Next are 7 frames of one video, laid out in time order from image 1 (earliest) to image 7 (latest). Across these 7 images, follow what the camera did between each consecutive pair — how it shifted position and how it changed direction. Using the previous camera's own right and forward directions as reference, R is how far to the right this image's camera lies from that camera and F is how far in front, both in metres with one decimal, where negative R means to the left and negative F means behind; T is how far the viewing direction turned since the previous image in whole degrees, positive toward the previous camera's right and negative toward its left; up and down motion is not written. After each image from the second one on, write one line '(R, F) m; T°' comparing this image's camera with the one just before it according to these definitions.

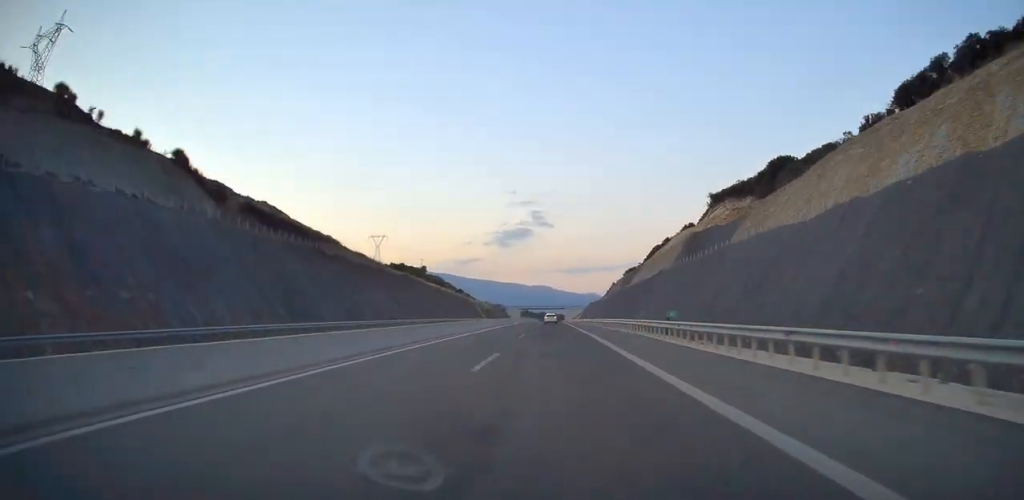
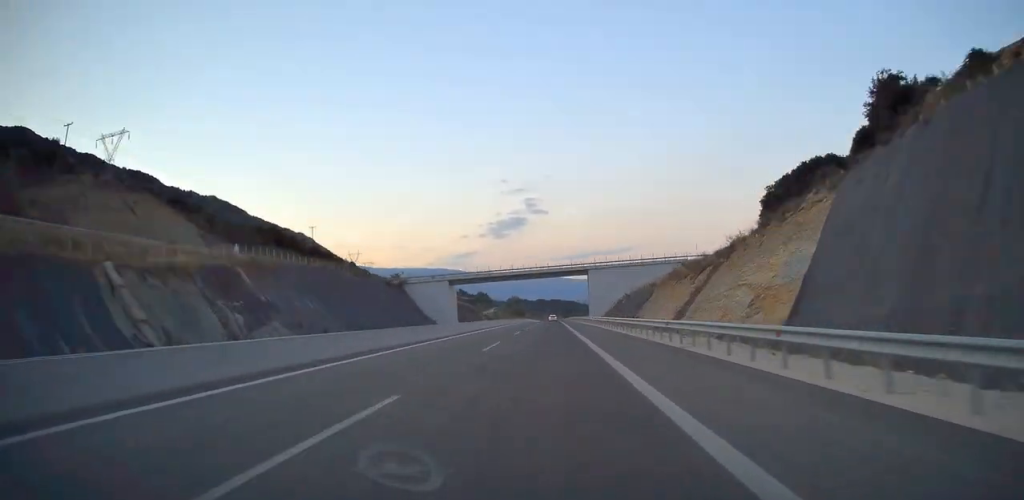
(-4.8, +273.1) m; -1°
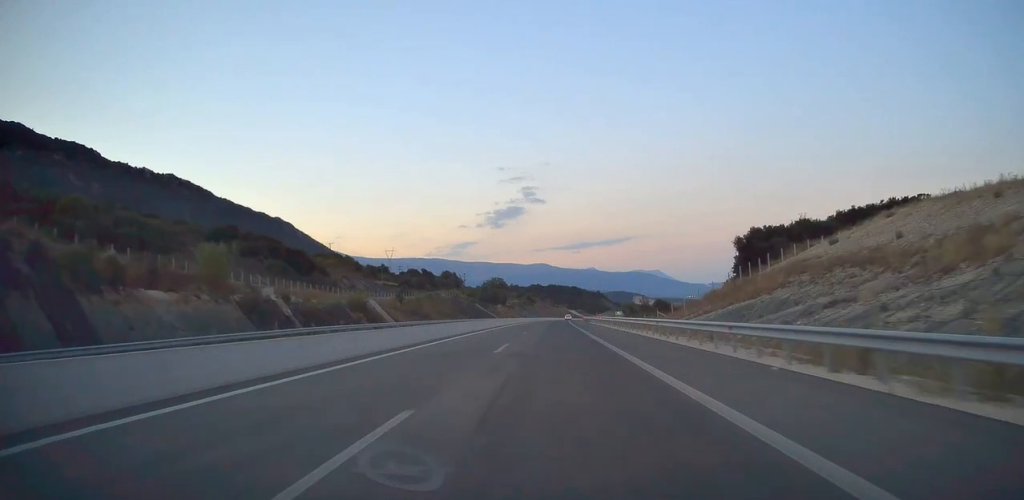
(+0.4, +193.7) m; +2°
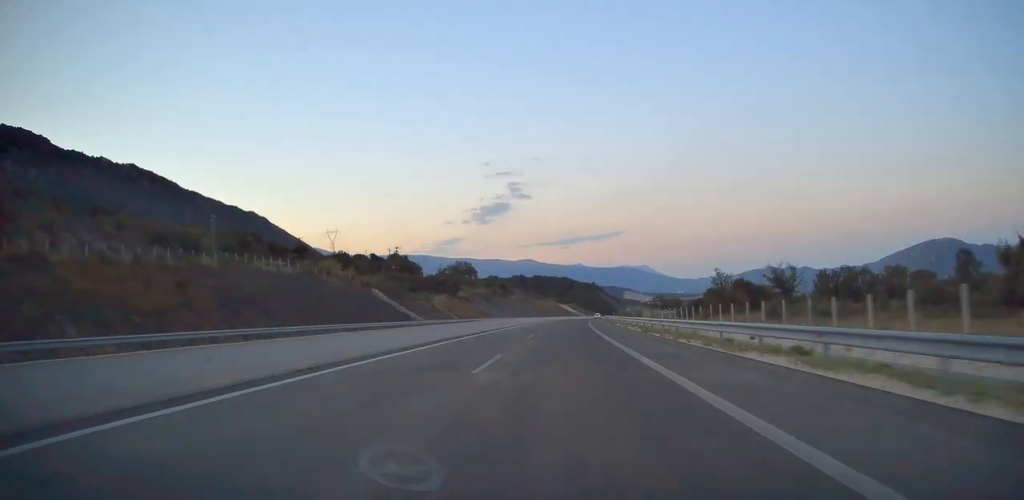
(+0.7, +109.0) m; +3°
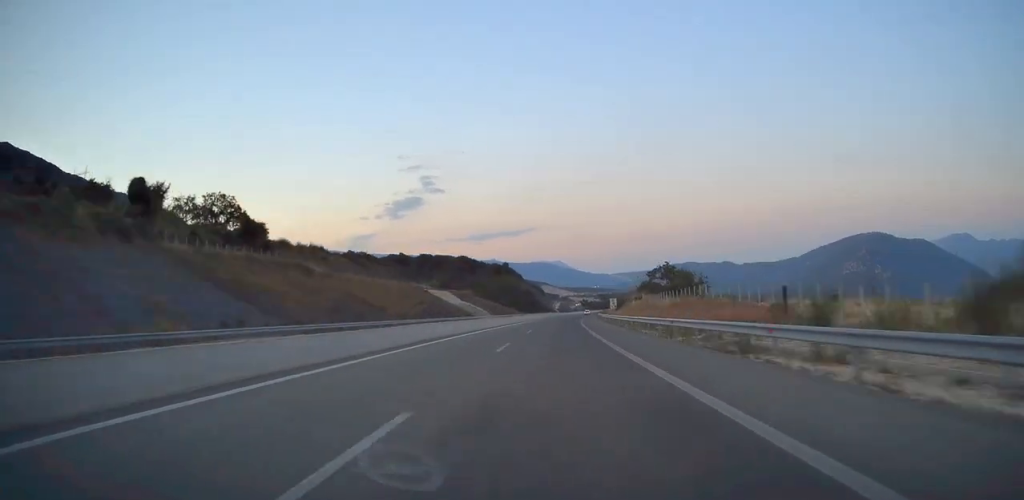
(+8.4, +173.6) m; +5°
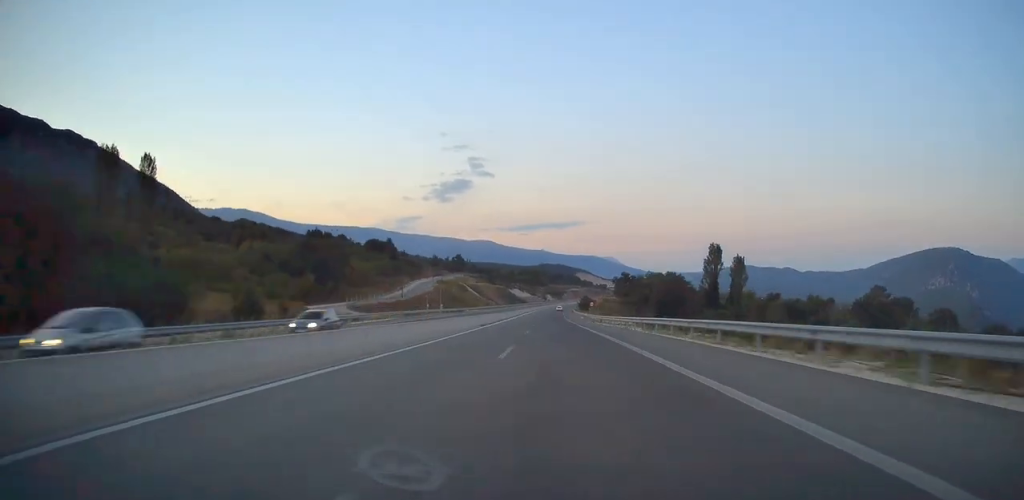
(+18.6, +470.5) m; -1°
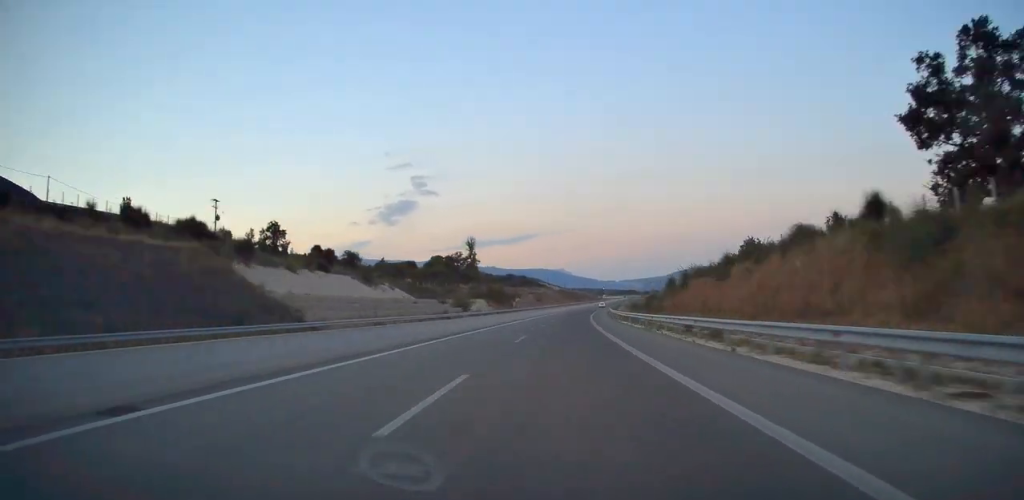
(-5.2, +156.9) m; 0°
